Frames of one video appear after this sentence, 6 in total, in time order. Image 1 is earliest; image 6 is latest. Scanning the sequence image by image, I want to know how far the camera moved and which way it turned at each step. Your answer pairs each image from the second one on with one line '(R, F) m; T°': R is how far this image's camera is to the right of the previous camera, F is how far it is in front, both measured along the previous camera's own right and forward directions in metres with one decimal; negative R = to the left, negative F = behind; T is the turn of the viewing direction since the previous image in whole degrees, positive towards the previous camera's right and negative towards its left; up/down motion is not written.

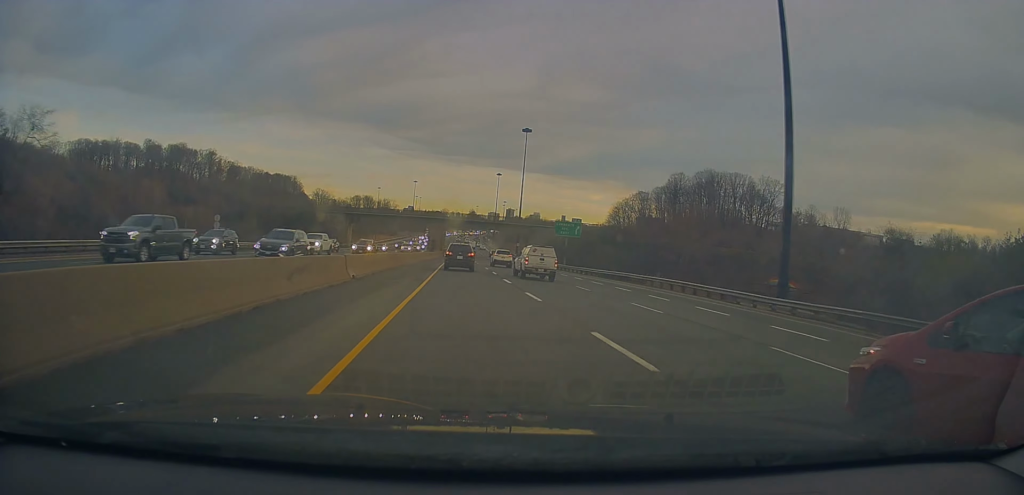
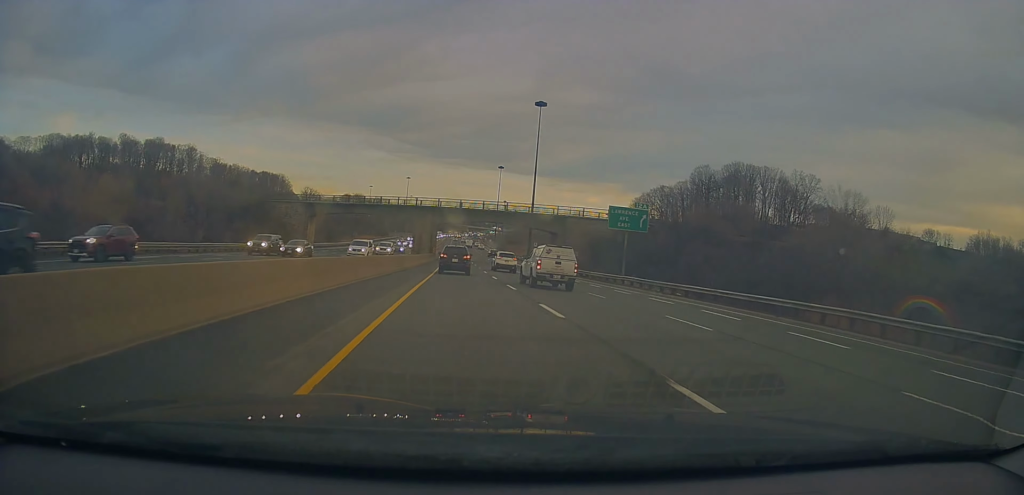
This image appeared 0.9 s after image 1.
(+0.3, +31.0) m; 0°
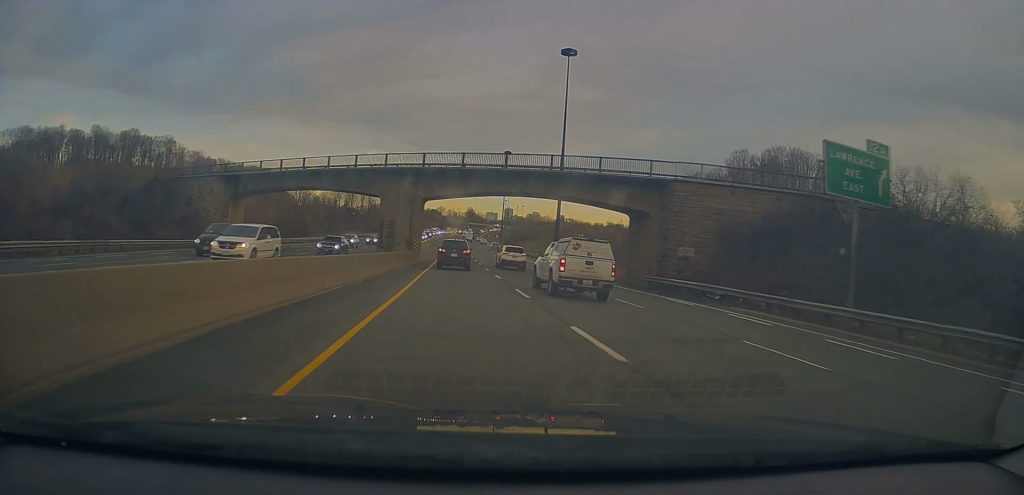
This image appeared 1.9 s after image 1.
(-0.3, +33.2) m; 0°
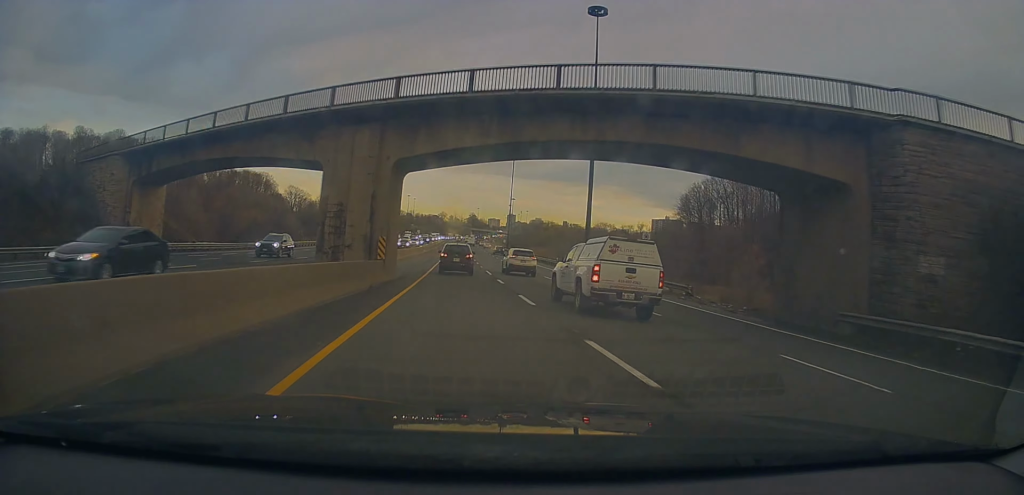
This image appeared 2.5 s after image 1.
(+0.2, +19.9) m; 0°
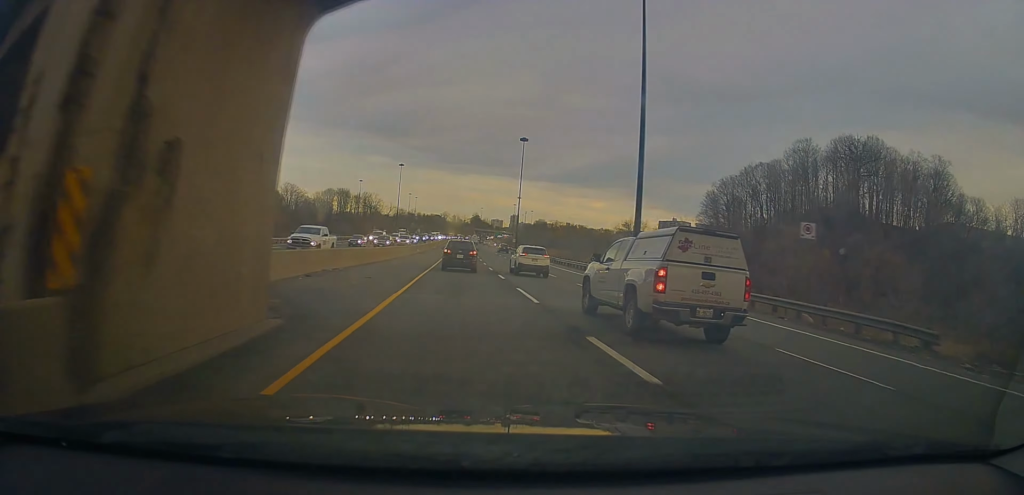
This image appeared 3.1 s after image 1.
(+0.1, +18.8) m; 0°
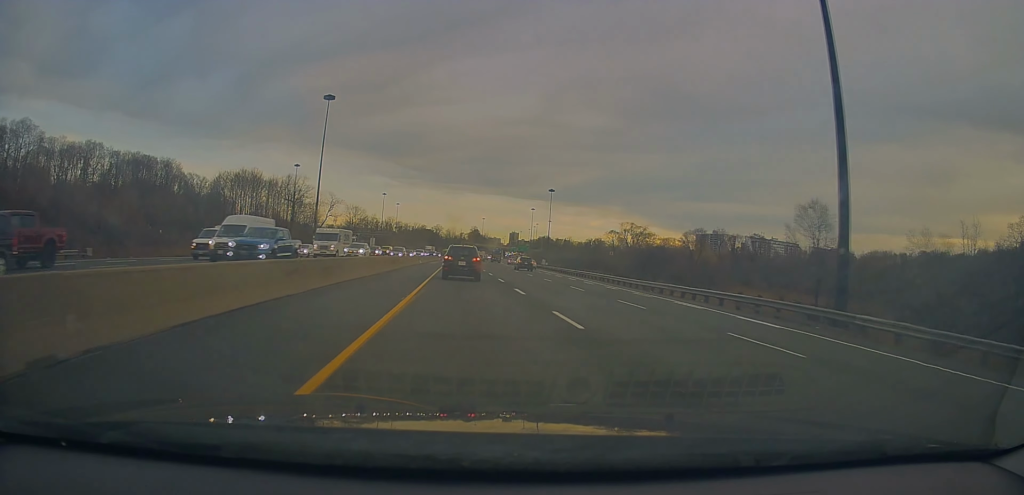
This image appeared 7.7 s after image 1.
(-0.9, +154.3) m; 0°
